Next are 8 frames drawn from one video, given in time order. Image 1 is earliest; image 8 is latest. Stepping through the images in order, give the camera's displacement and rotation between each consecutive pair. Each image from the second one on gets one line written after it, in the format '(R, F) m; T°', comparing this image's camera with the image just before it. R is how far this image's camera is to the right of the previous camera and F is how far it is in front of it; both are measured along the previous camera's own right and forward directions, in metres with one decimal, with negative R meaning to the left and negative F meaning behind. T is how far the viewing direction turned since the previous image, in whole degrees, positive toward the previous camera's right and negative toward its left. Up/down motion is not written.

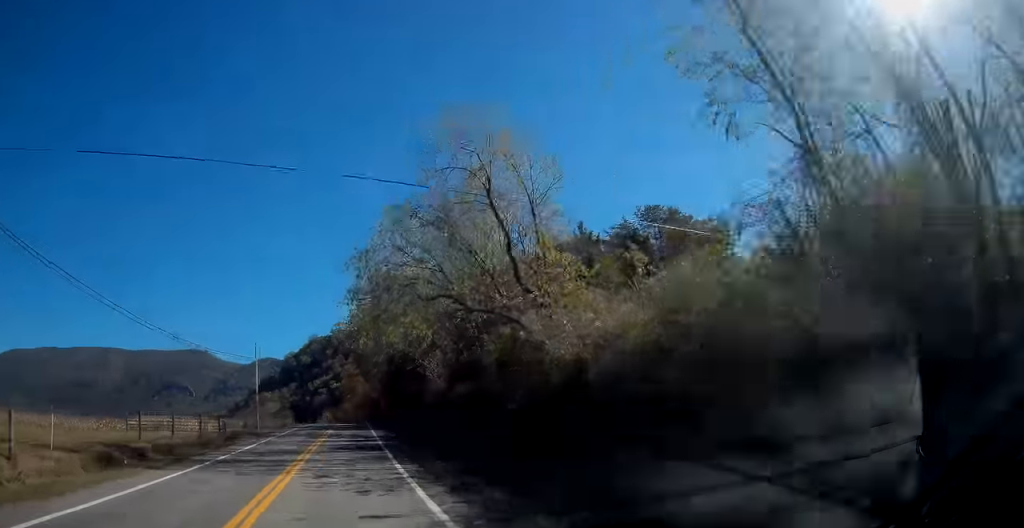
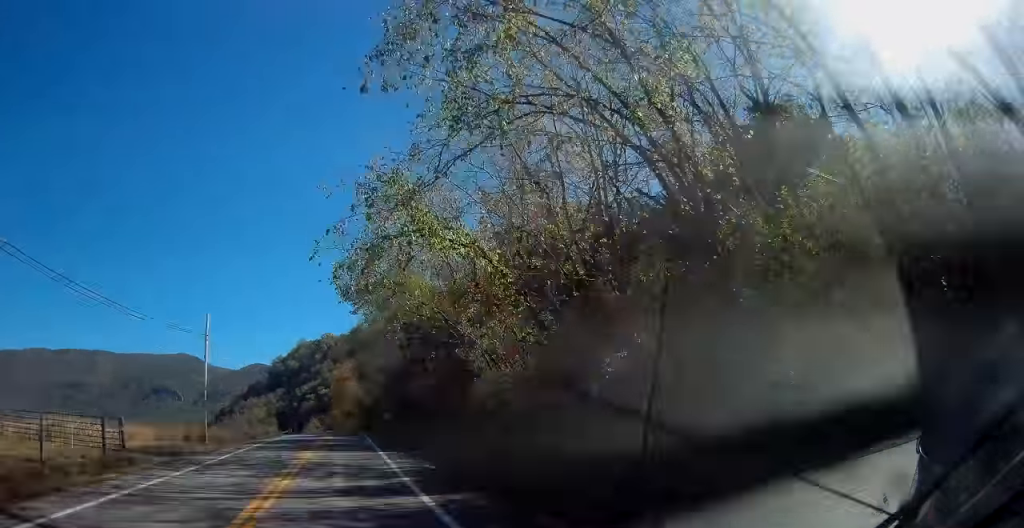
(+0.1, +17.1) m; 0°
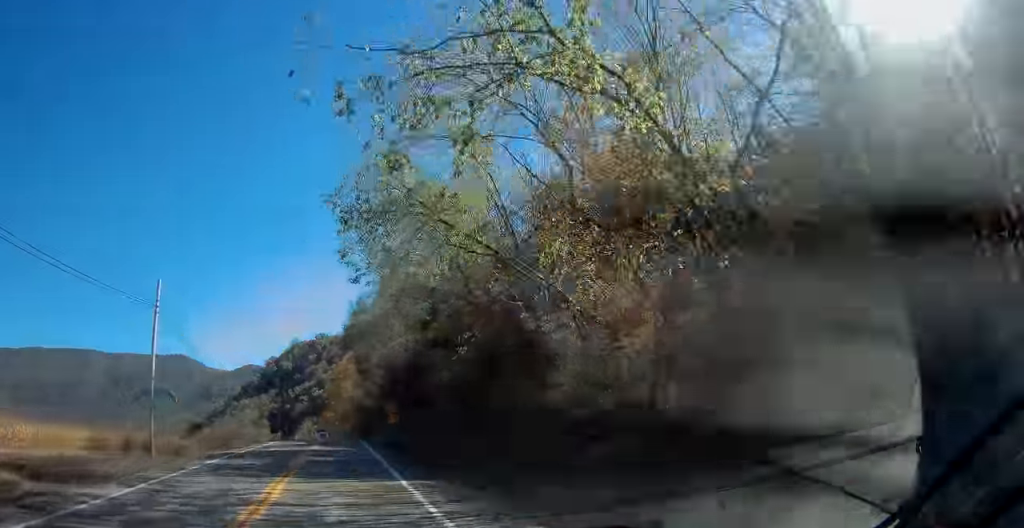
(0.0, +9.7) m; 0°
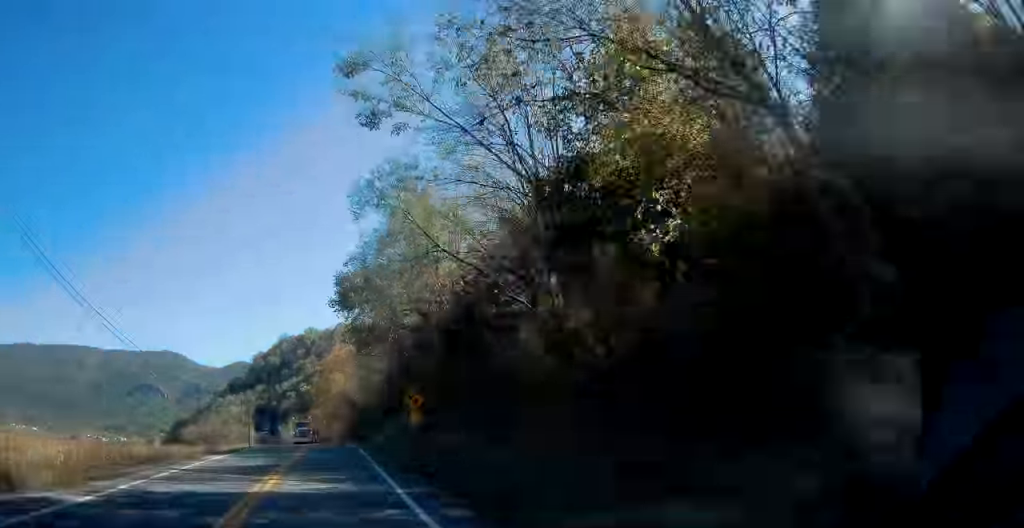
(+0.1, +14.5) m; +1°
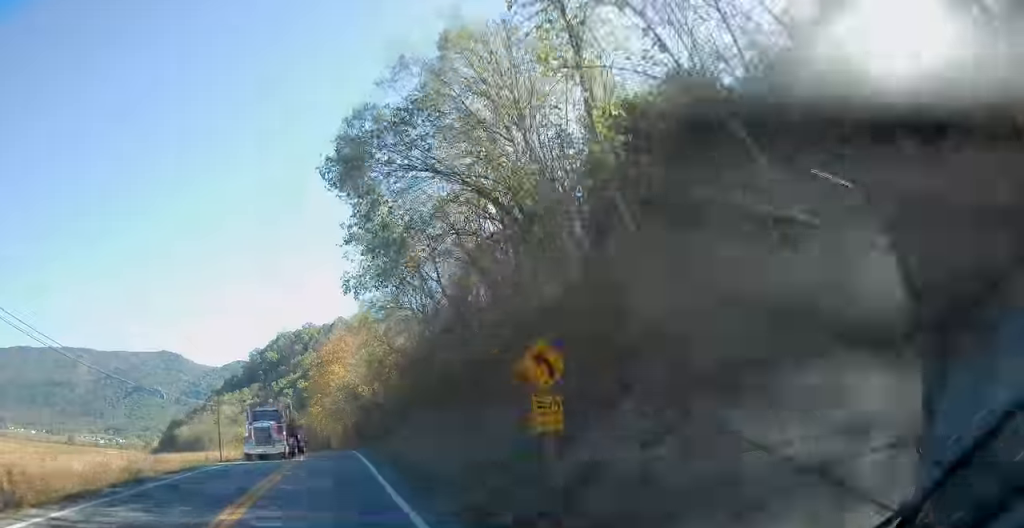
(+0.1, +14.3) m; +1°
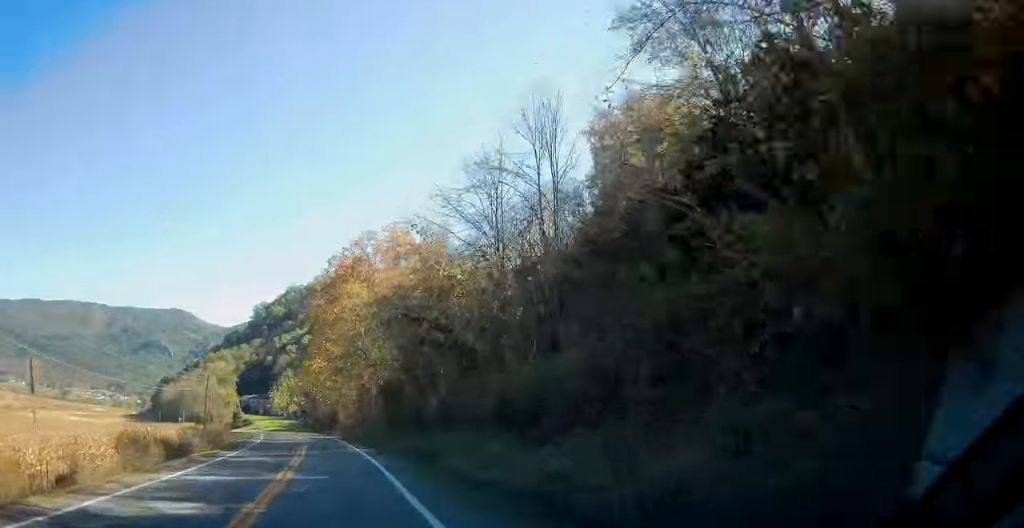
(0.0, +44.2) m; -1°
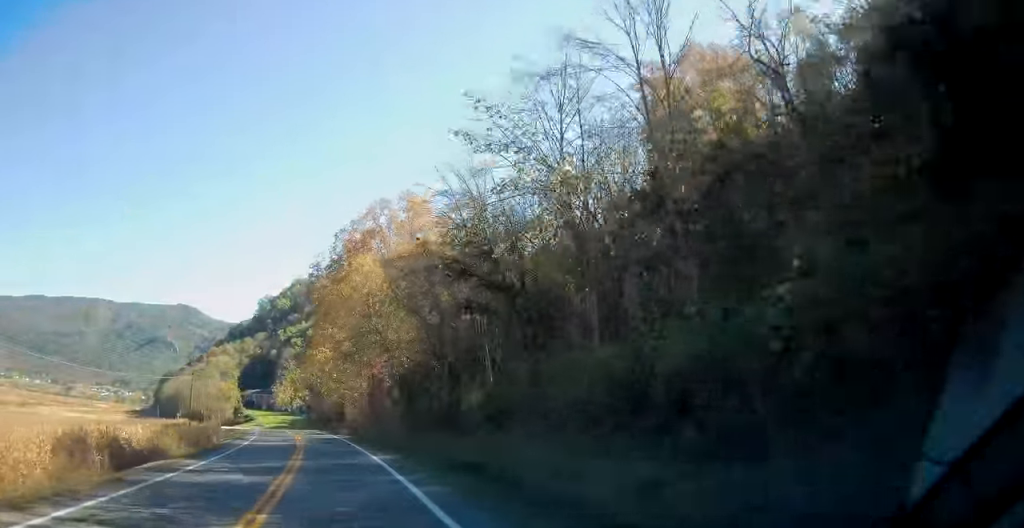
(-0.1, +8.8) m; -1°
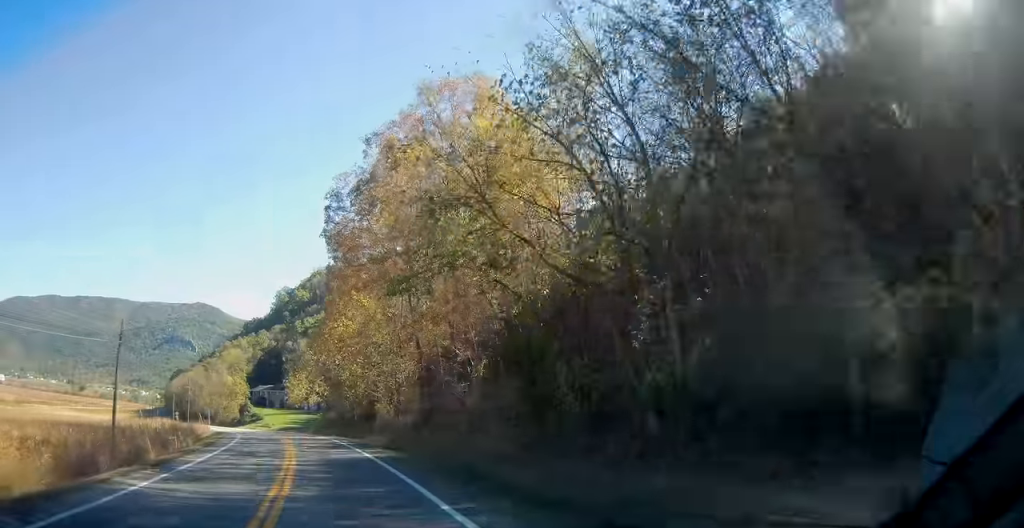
(-0.4, +22.6) m; -2°
